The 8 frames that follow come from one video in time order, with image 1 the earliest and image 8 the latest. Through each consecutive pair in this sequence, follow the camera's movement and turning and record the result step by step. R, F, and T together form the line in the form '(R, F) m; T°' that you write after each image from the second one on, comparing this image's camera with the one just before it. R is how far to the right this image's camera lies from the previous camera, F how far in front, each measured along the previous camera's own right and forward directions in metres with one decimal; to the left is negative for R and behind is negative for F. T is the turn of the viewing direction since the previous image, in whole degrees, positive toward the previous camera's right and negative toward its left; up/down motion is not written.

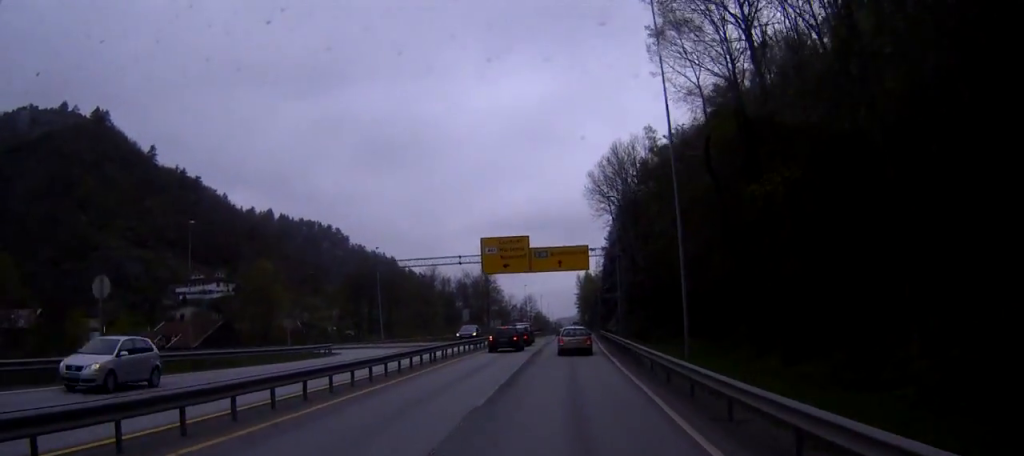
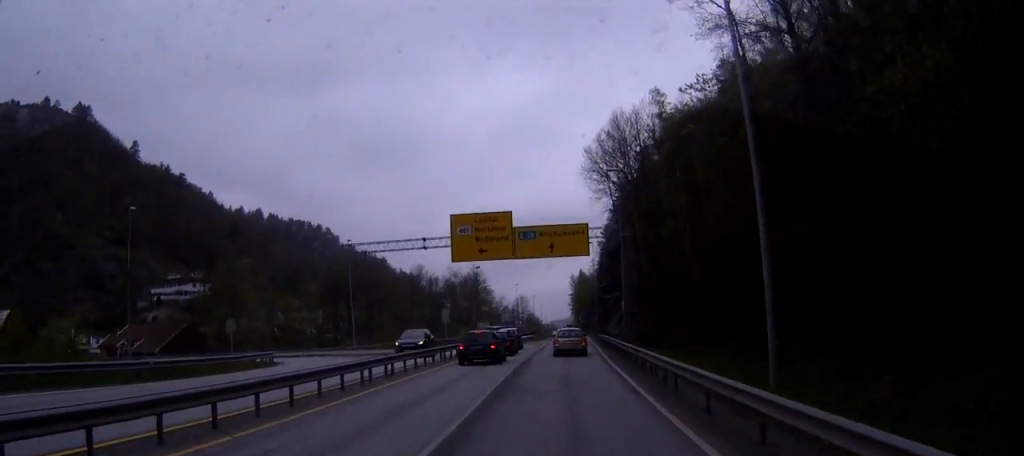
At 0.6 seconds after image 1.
(0.0, +10.2) m; 0°
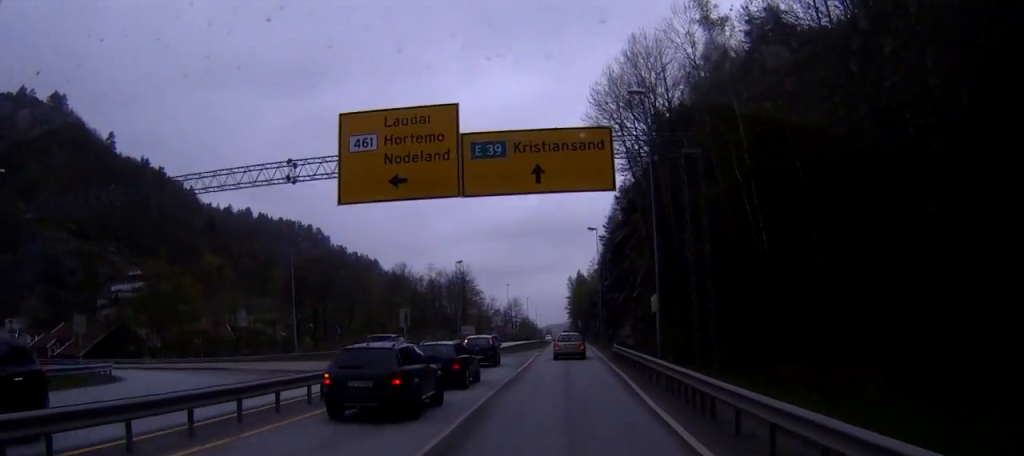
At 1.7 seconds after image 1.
(0.0, +18.3) m; +1°
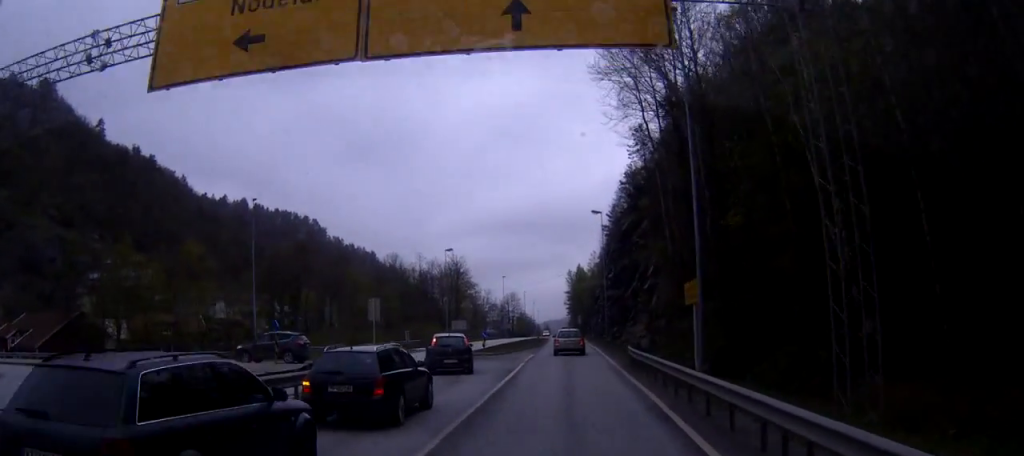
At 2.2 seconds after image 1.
(+0.1, +9.3) m; 0°
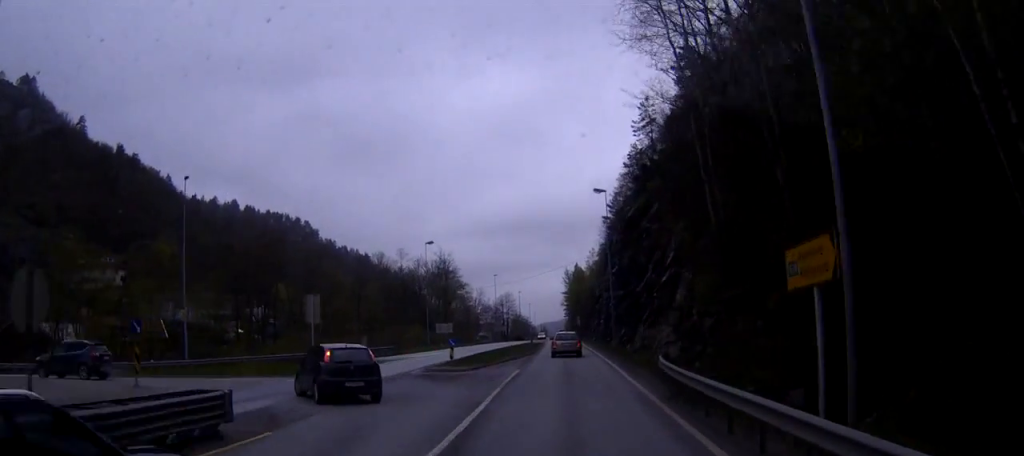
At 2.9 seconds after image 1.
(0.0, +11.8) m; 0°
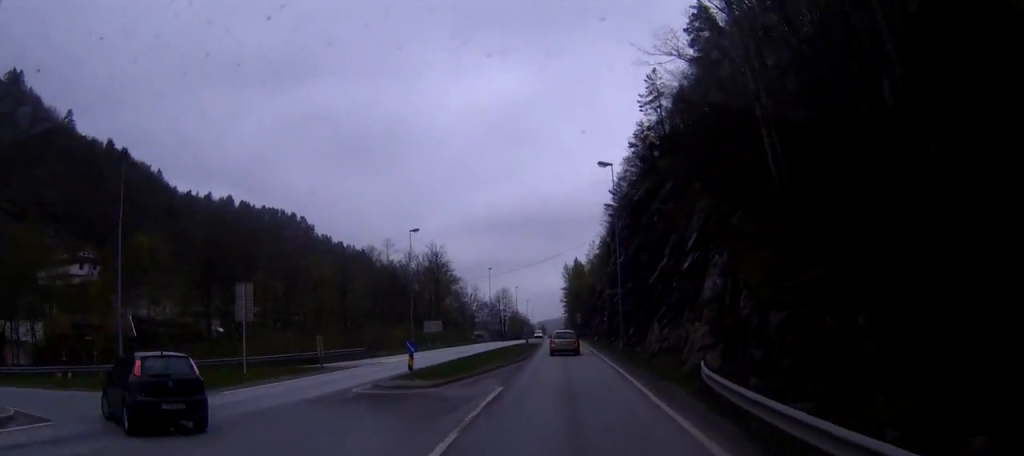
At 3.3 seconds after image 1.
(-0.1, +8.3) m; 0°
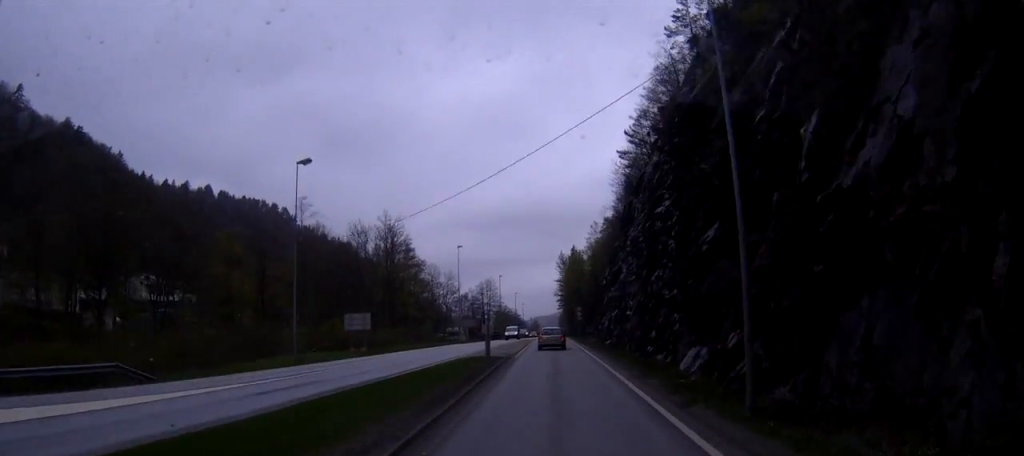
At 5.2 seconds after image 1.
(-0.1, +33.5) m; +1°
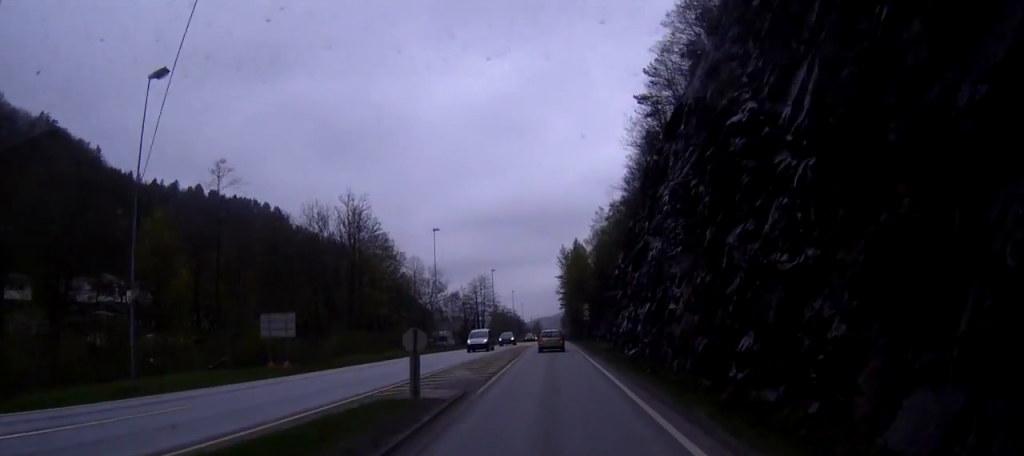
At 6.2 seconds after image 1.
(+0.6, +19.1) m; +1°
